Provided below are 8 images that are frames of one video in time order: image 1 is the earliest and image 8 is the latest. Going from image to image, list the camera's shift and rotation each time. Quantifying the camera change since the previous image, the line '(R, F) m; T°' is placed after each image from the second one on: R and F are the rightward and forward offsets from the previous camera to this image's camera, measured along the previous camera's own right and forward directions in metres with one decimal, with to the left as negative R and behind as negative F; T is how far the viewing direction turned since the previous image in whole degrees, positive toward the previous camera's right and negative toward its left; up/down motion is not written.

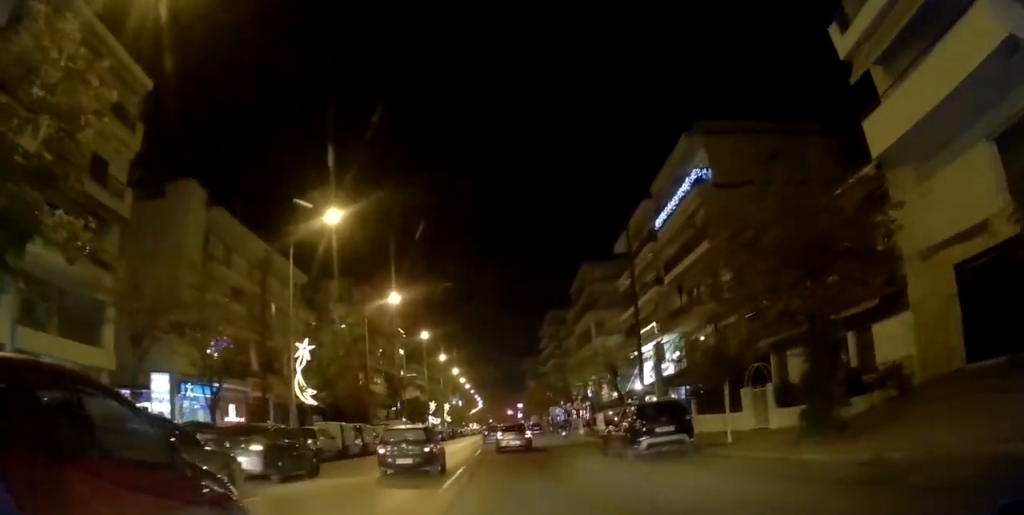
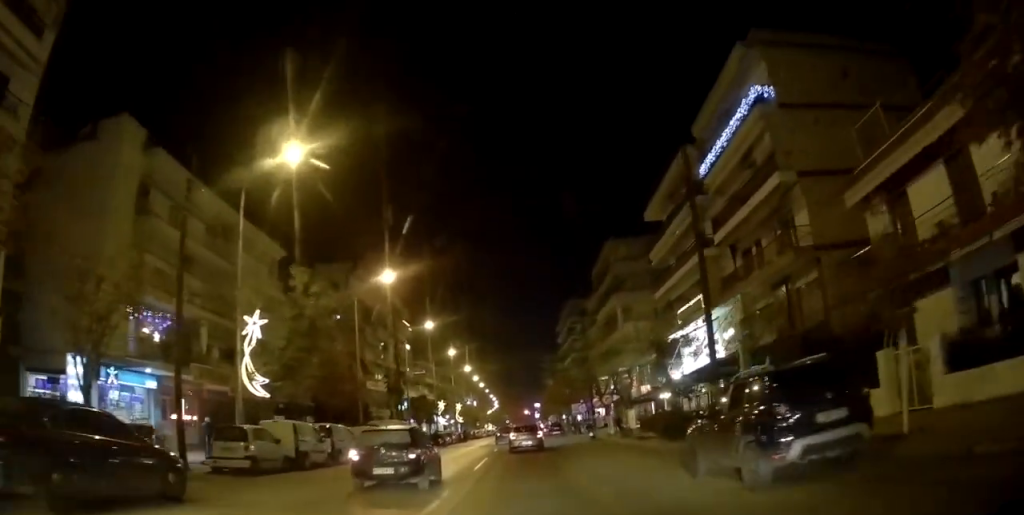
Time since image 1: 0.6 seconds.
(-0.2, +7.0) m; -3°
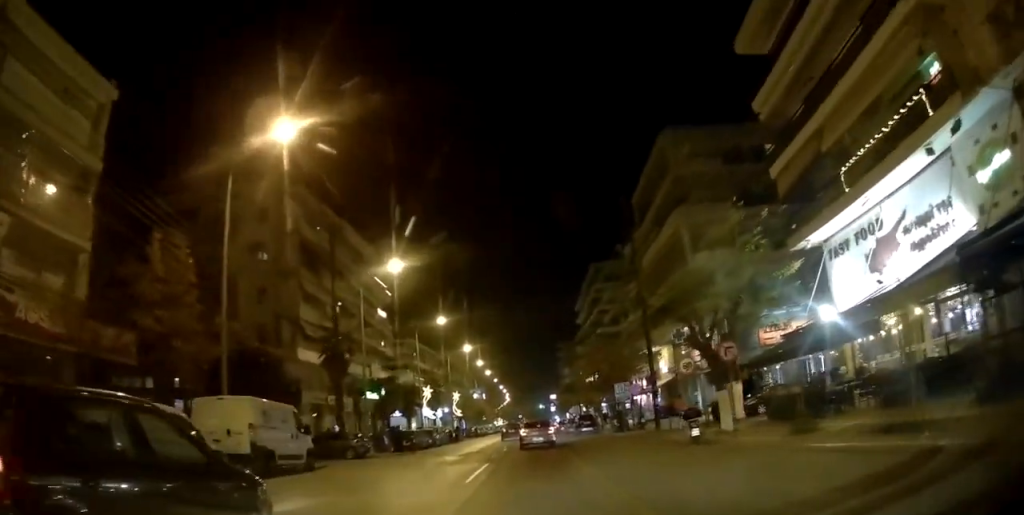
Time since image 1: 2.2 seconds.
(-0.6, +19.5) m; -2°
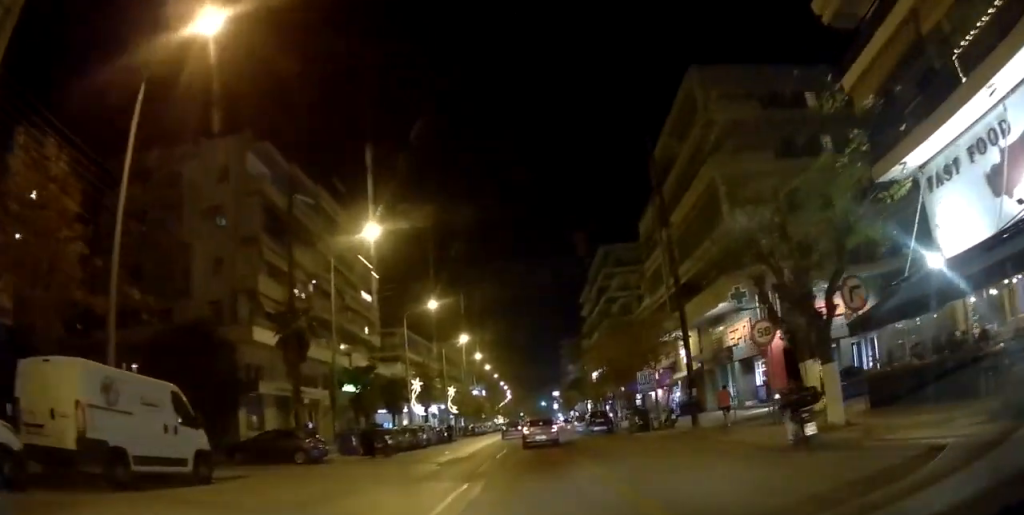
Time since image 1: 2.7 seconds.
(+0.1, +6.9) m; -1°
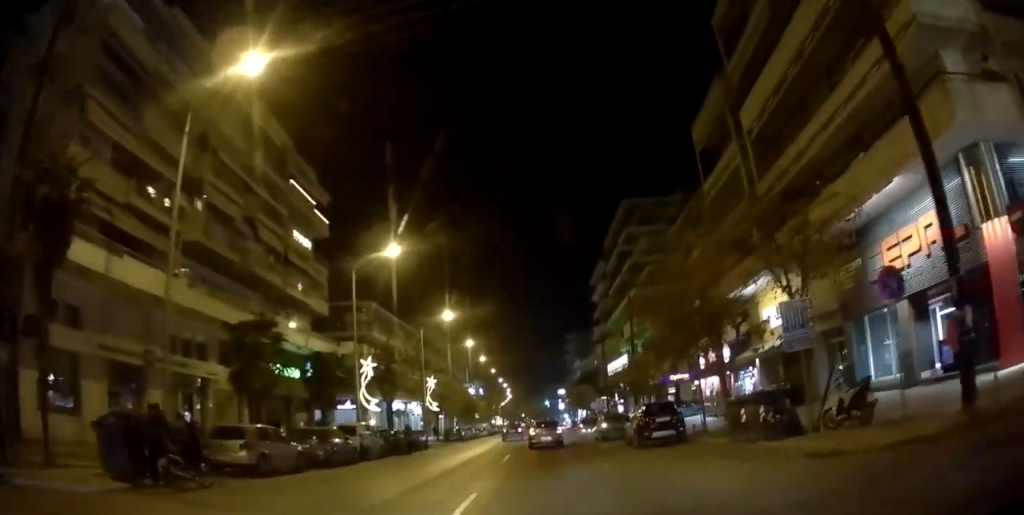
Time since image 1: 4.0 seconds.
(-0.4, +18.2) m; 0°
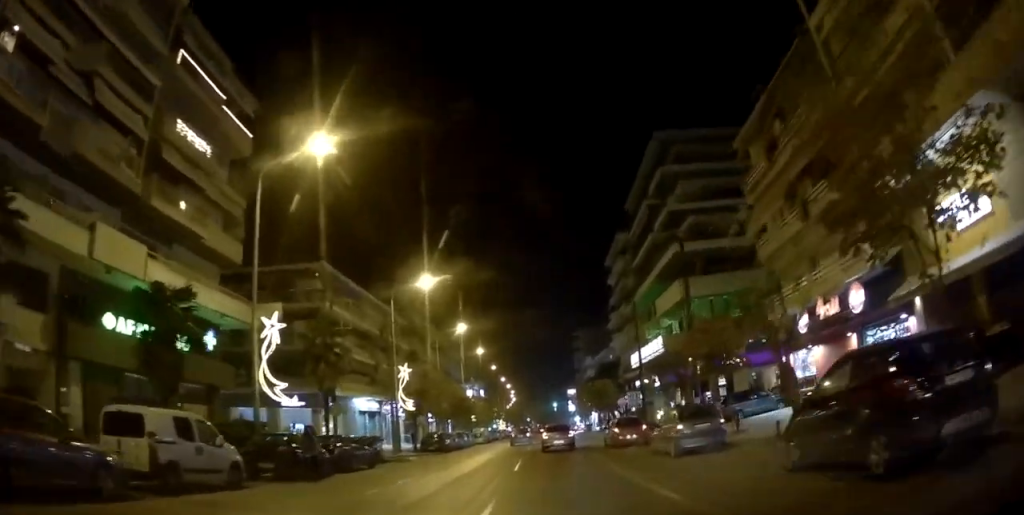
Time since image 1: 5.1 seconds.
(+0.1, +15.3) m; 0°
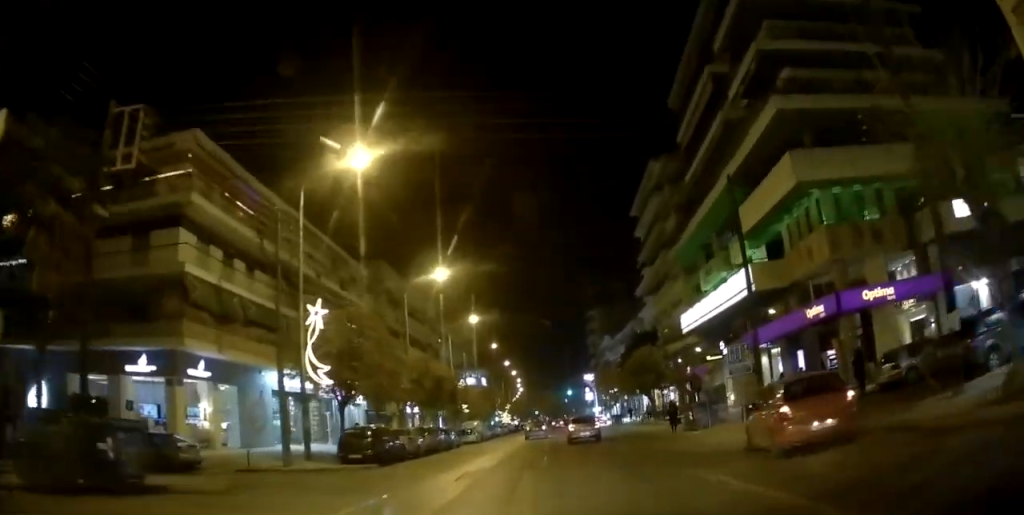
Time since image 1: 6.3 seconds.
(-0.1, +18.9) m; -1°
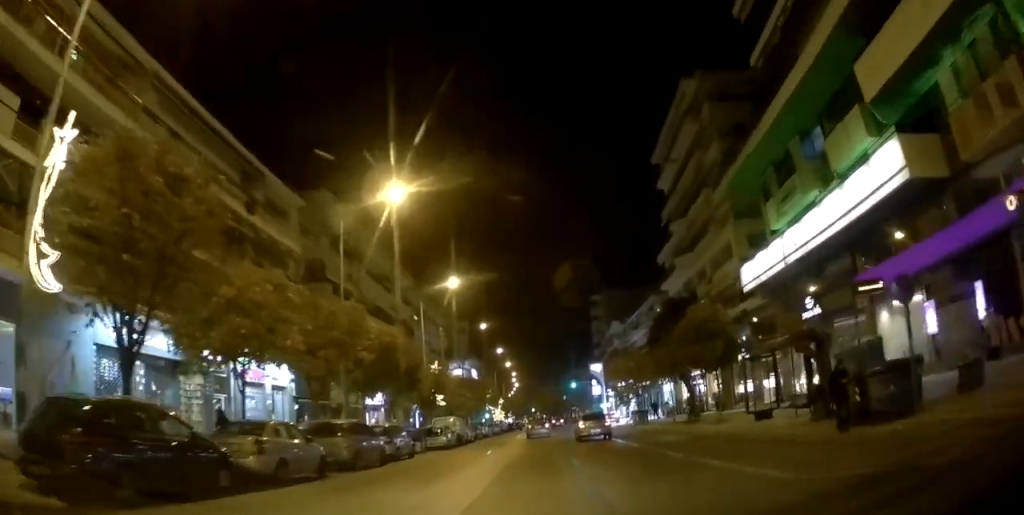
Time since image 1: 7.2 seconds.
(-0.1, +15.1) m; 0°
